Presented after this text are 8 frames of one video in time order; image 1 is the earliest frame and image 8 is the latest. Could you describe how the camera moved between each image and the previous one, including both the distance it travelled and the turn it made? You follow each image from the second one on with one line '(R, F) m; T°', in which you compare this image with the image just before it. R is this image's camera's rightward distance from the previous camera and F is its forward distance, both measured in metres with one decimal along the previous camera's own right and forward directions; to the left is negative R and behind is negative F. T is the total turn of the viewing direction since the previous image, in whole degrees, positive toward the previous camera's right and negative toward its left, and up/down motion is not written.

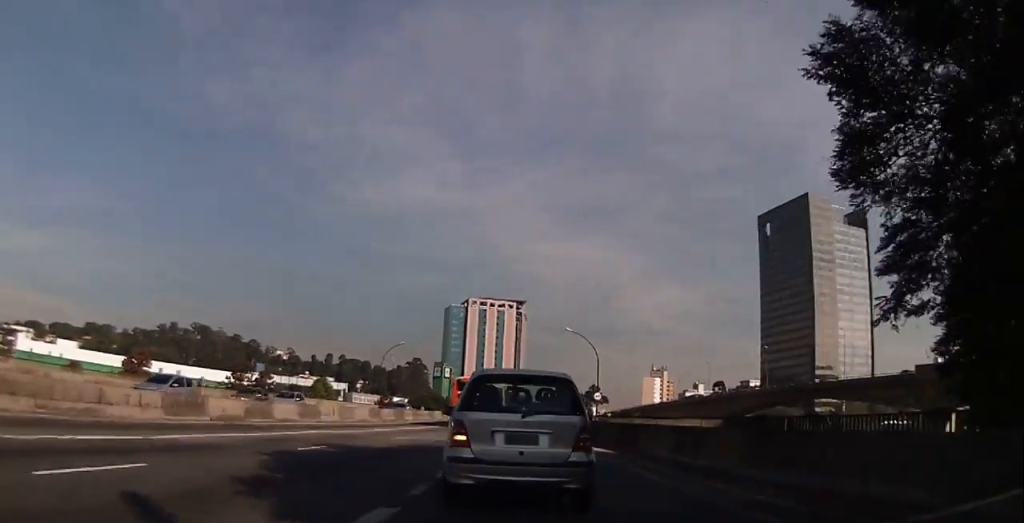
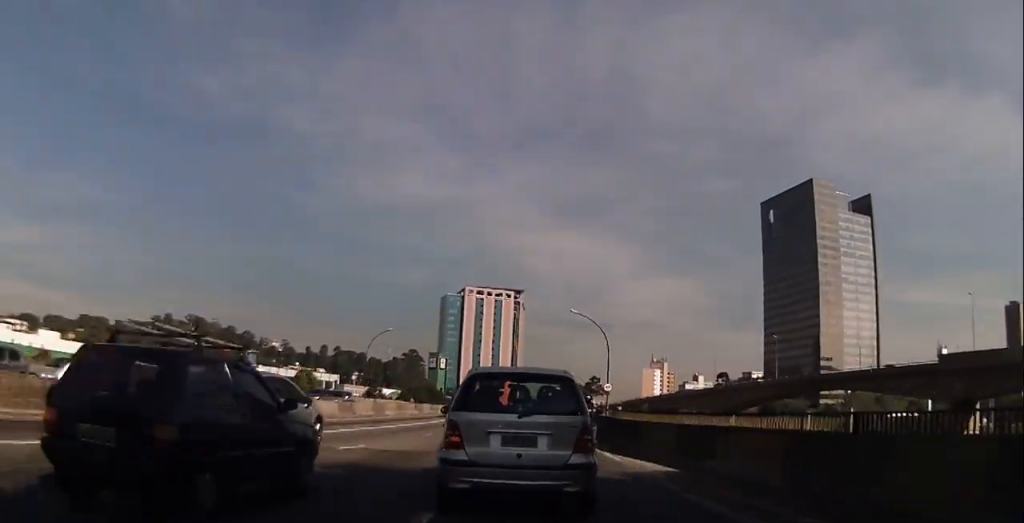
(+0.3, +8.3) m; -2°
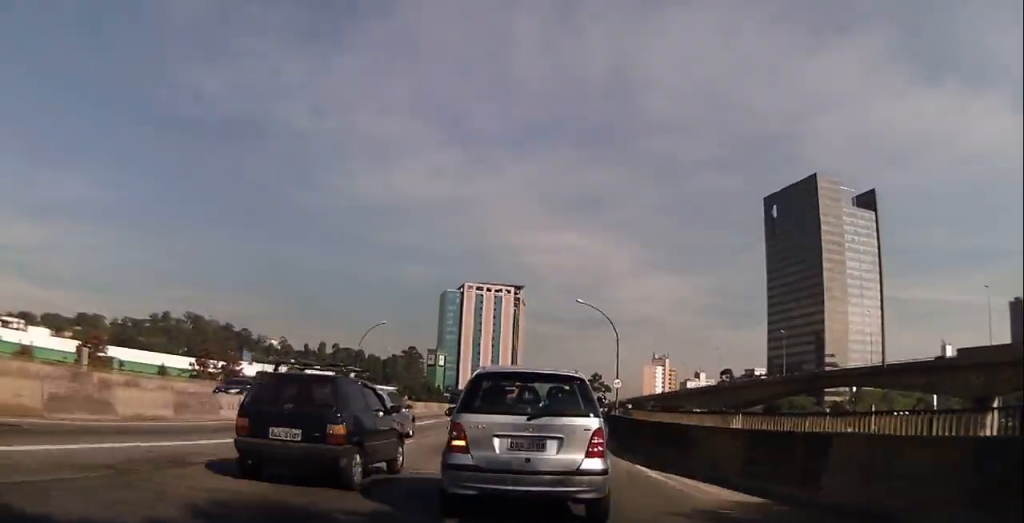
(-0.2, +5.2) m; 0°
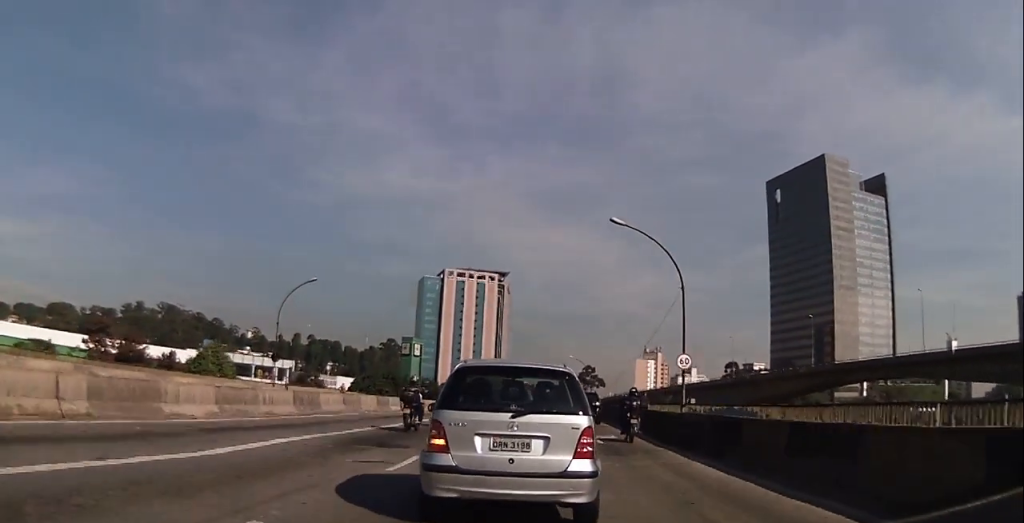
(+0.8, +26.3) m; +2°
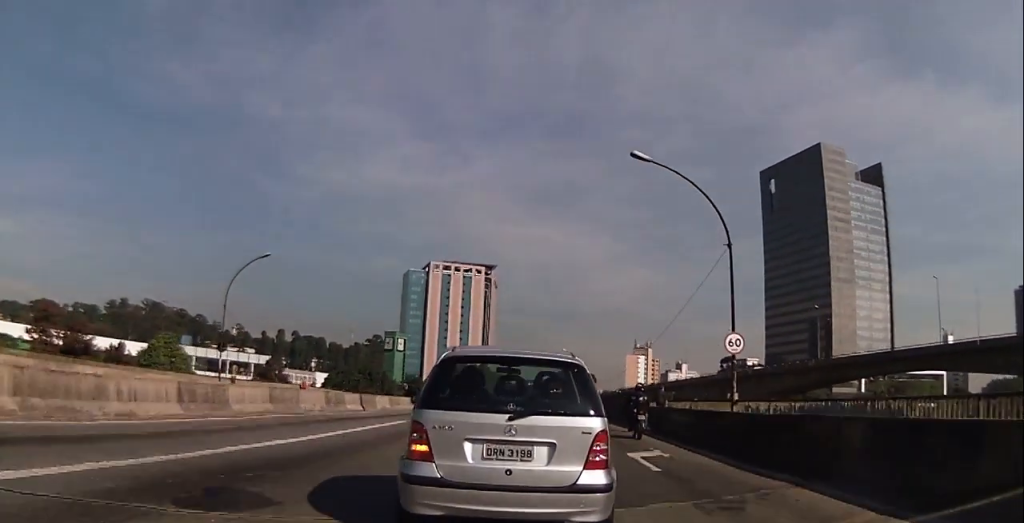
(0.0, +8.0) m; +2°
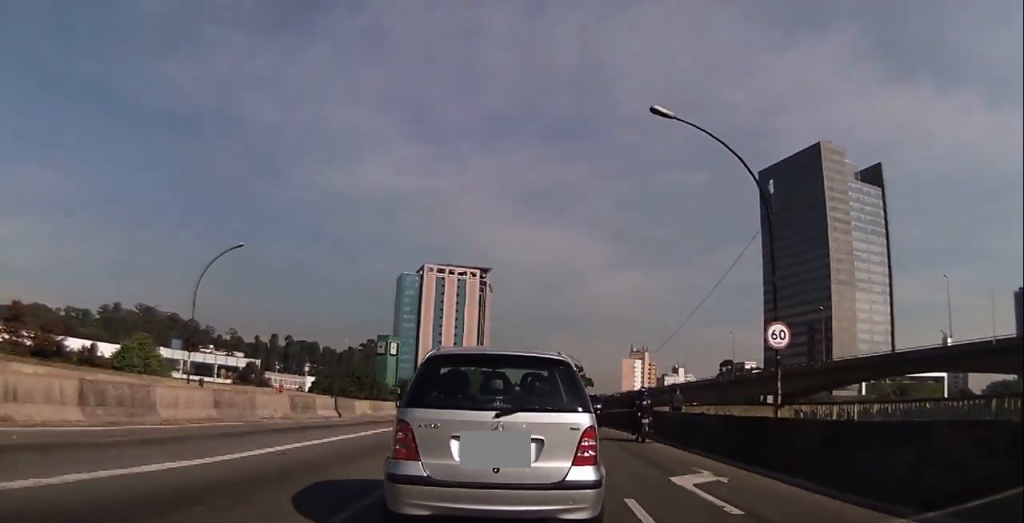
(+0.1, +4.4) m; +1°
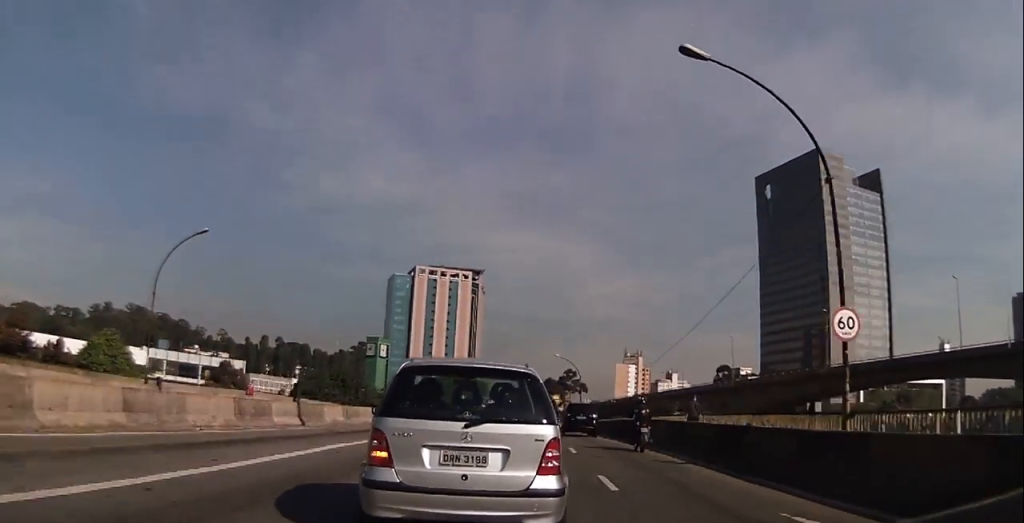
(+0.1, +4.7) m; +2°
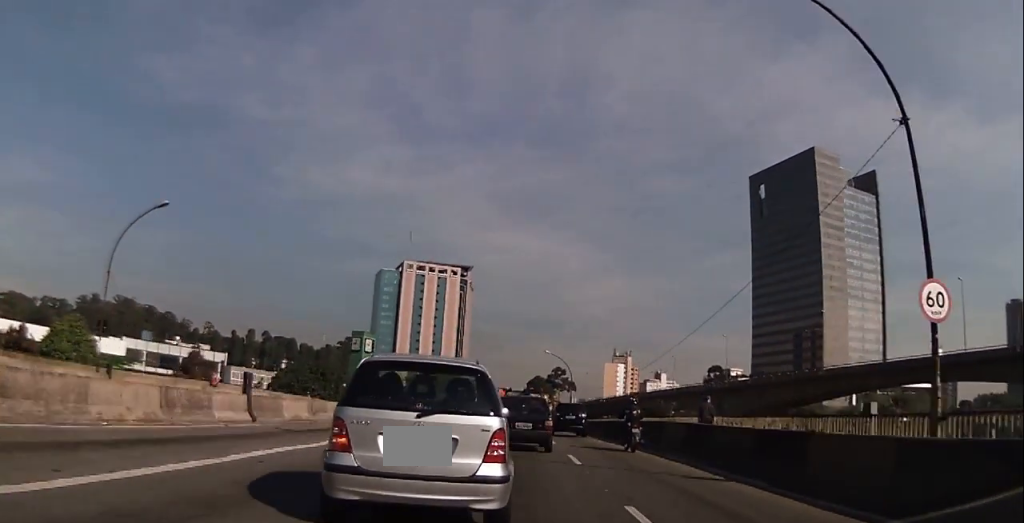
(+0.1, +4.2) m; 0°
